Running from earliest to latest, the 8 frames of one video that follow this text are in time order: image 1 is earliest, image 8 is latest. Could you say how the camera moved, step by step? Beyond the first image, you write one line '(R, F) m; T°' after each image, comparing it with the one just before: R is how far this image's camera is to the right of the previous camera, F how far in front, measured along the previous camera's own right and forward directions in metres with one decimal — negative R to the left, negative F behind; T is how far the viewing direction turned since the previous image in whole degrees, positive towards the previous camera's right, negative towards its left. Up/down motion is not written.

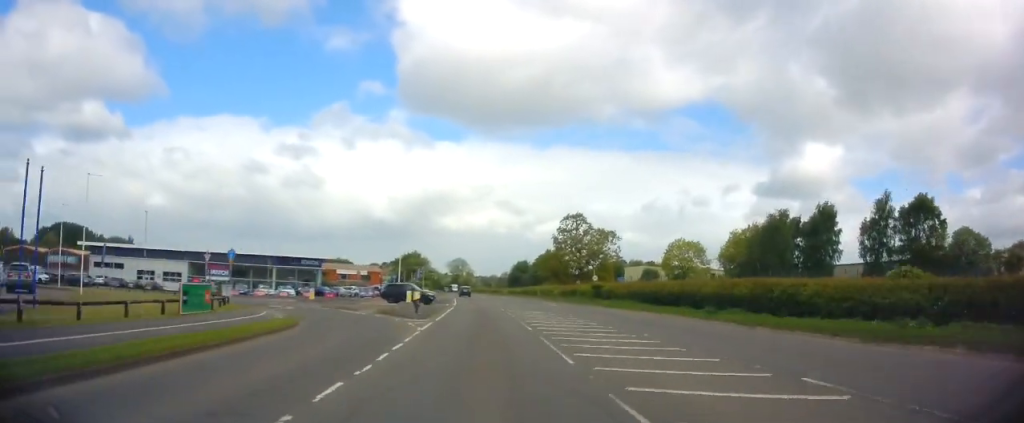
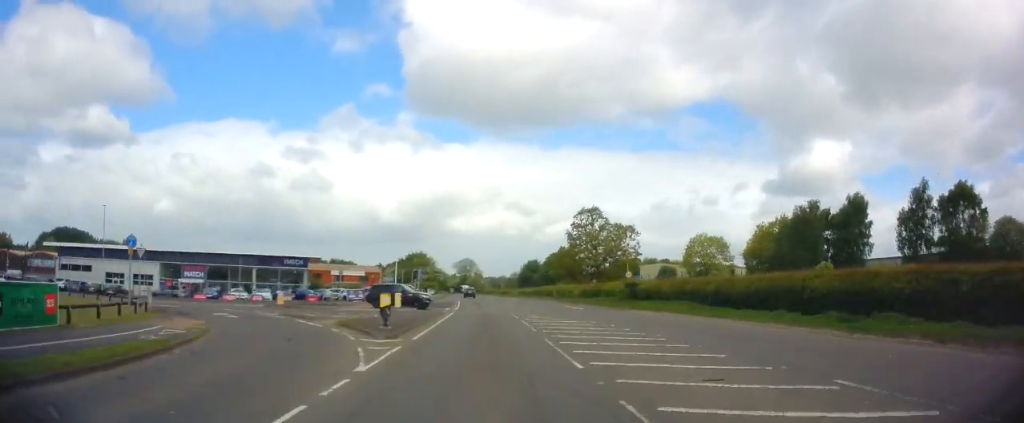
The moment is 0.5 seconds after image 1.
(-0.4, +9.3) m; -1°
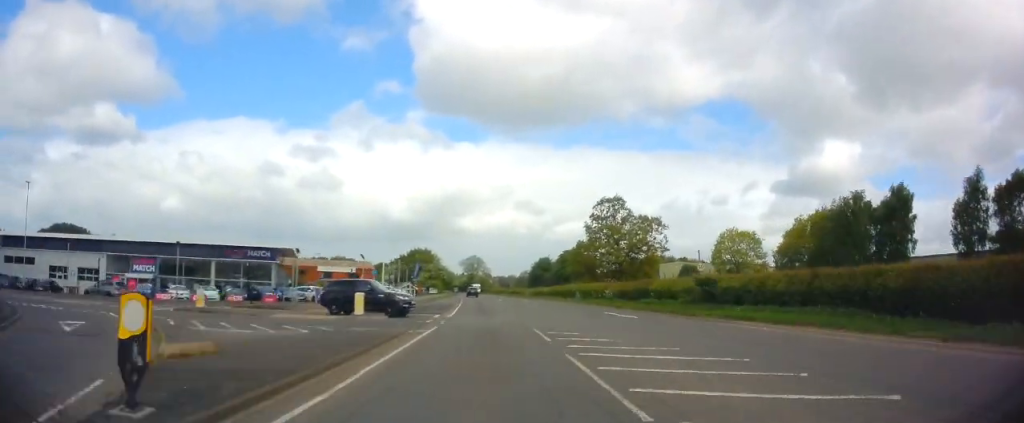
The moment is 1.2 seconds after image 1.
(-0.2, +12.6) m; -1°
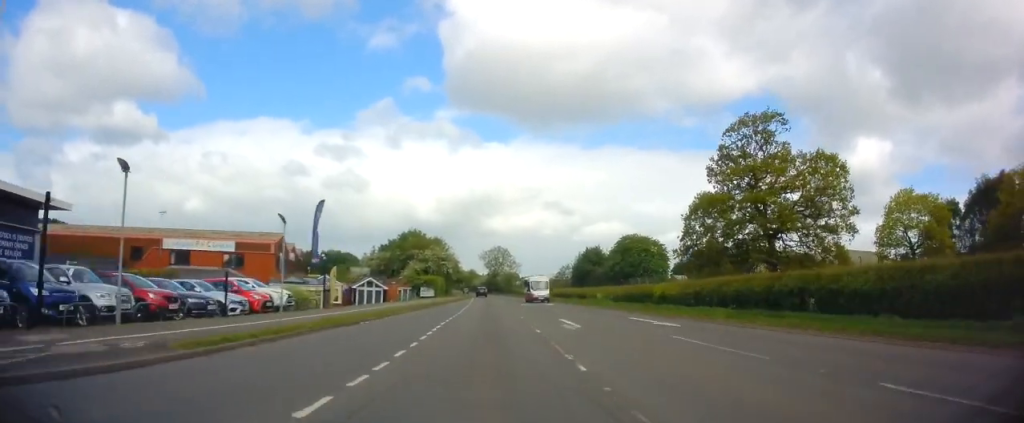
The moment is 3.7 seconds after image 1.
(-0.9, +49.3) m; -2°
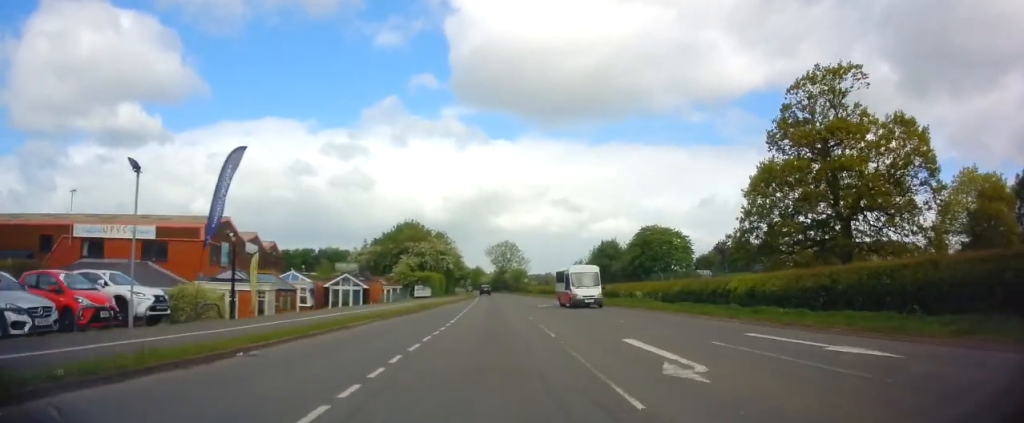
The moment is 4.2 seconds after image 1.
(-0.1, +11.4) m; -1°
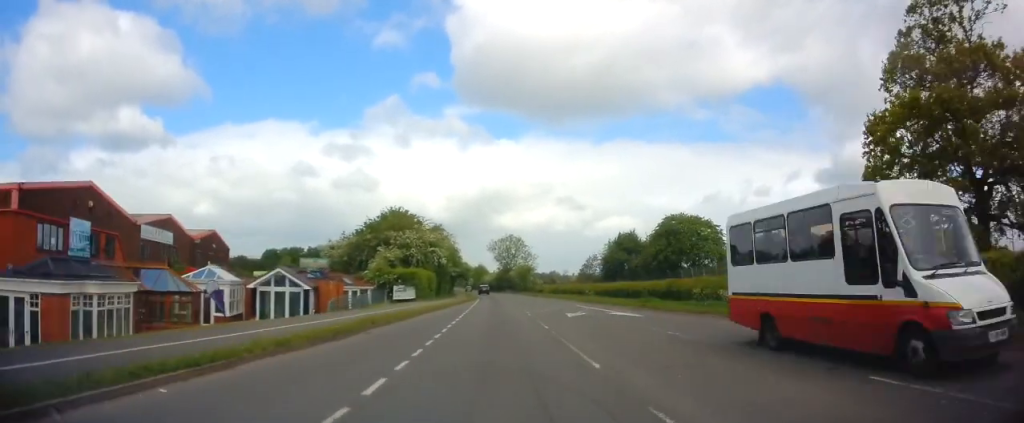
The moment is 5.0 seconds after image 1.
(-0.1, +14.7) m; -1°
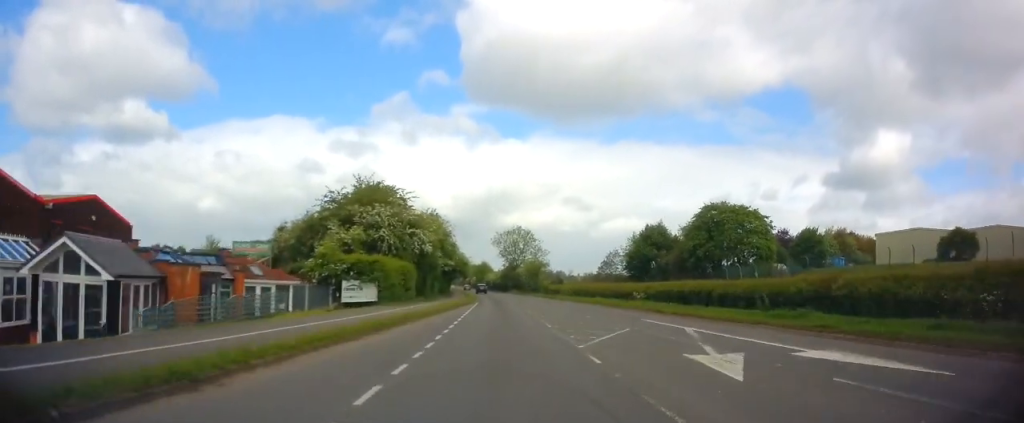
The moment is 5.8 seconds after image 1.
(-0.2, +17.1) m; 0°
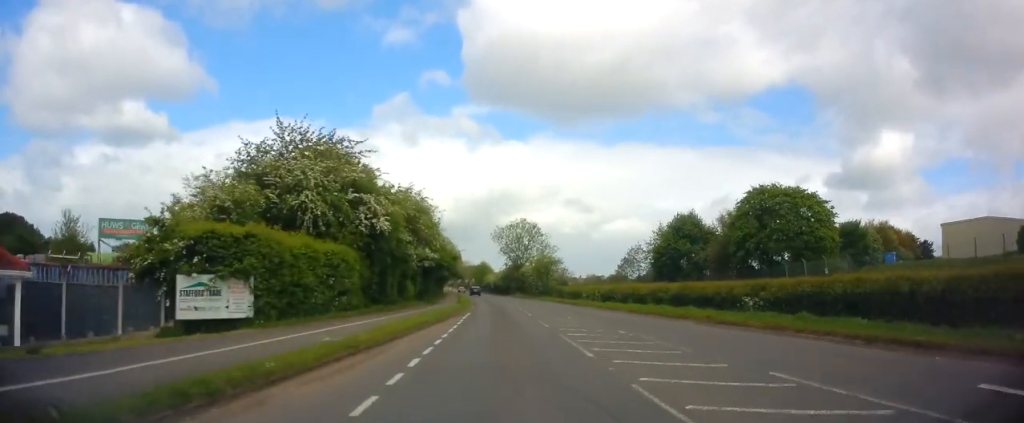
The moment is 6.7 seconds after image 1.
(+0.1, +16.7) m; 0°
